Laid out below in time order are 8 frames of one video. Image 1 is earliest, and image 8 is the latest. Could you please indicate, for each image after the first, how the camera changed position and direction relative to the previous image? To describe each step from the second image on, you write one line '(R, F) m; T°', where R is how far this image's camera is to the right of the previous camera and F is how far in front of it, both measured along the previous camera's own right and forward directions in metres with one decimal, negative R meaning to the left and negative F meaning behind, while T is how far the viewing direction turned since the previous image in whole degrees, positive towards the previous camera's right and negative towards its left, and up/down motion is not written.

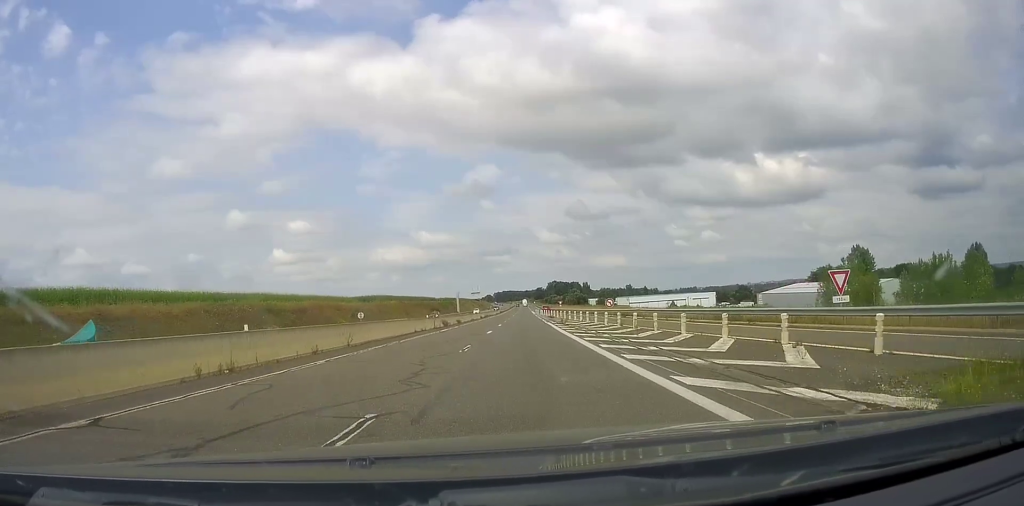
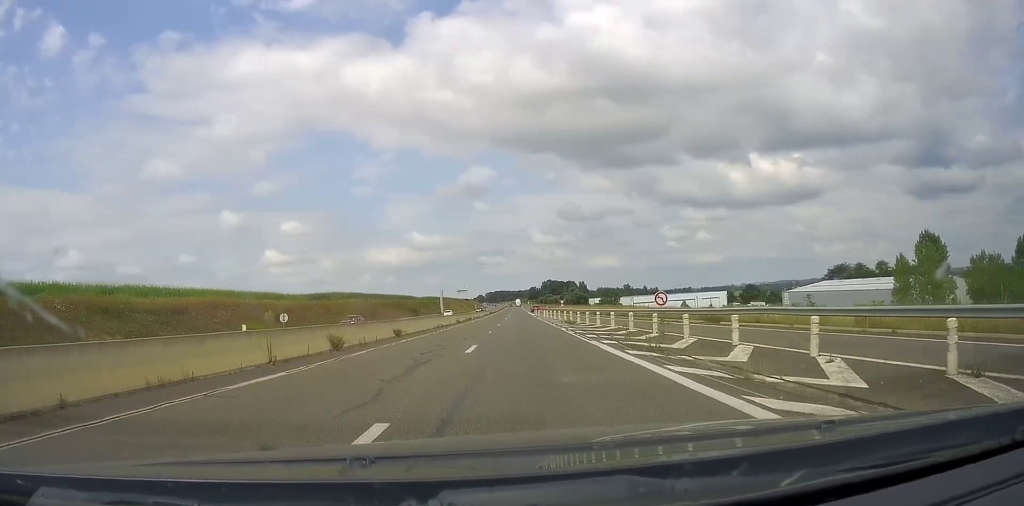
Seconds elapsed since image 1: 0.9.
(+1.0, +28.3) m; +3°
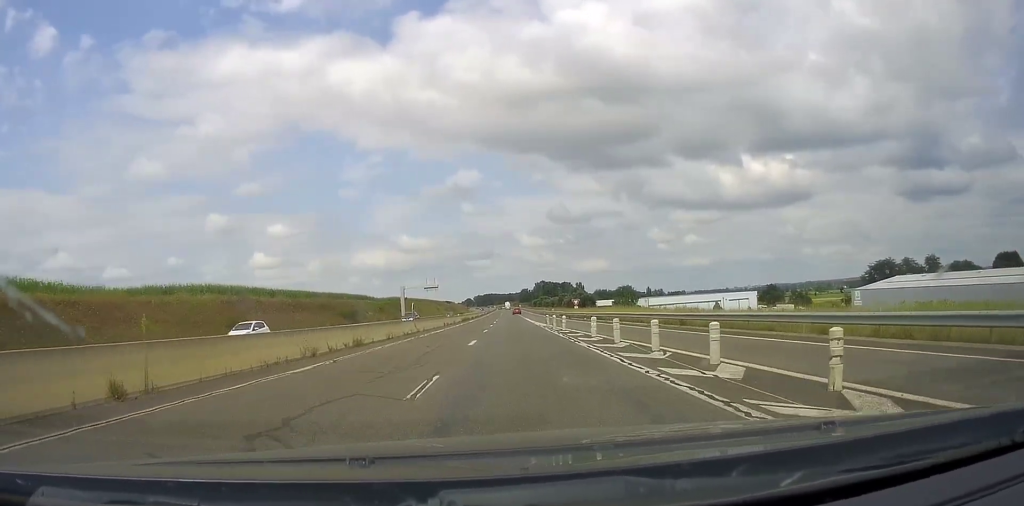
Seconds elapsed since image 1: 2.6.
(+0.7, +48.4) m; +2°
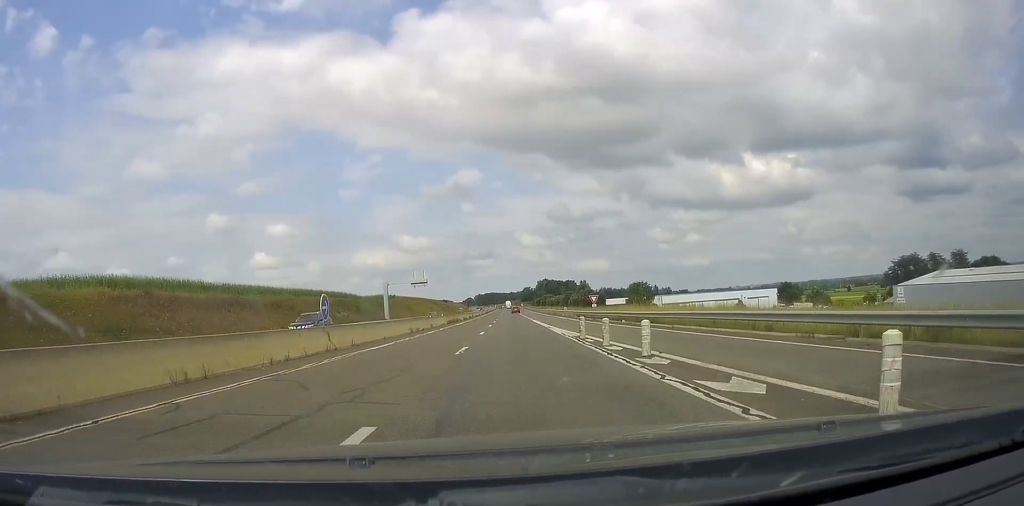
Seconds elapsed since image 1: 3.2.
(+0.2, +18.1) m; +1°
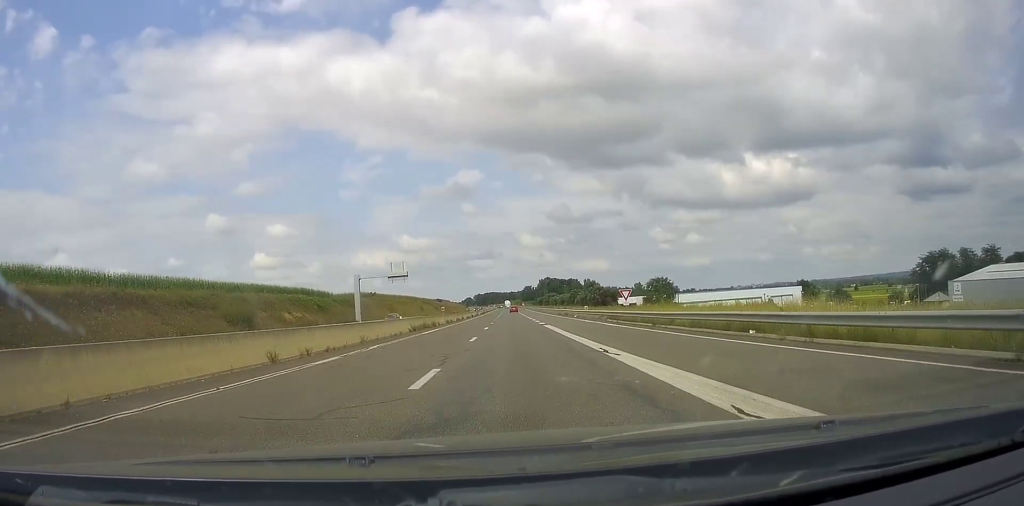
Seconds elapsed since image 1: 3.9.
(+0.3, +19.9) m; +1°
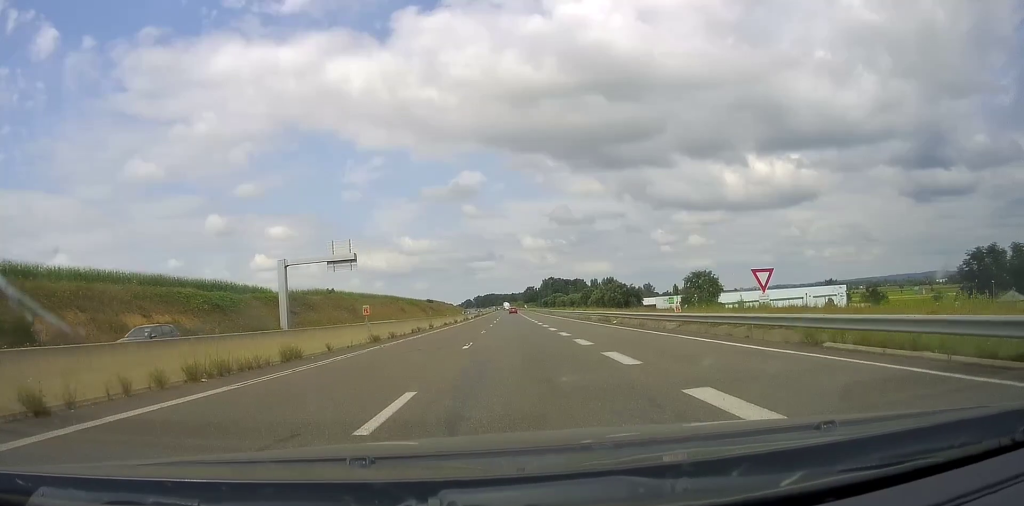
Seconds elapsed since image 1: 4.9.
(0.0, +27.6) m; -1°
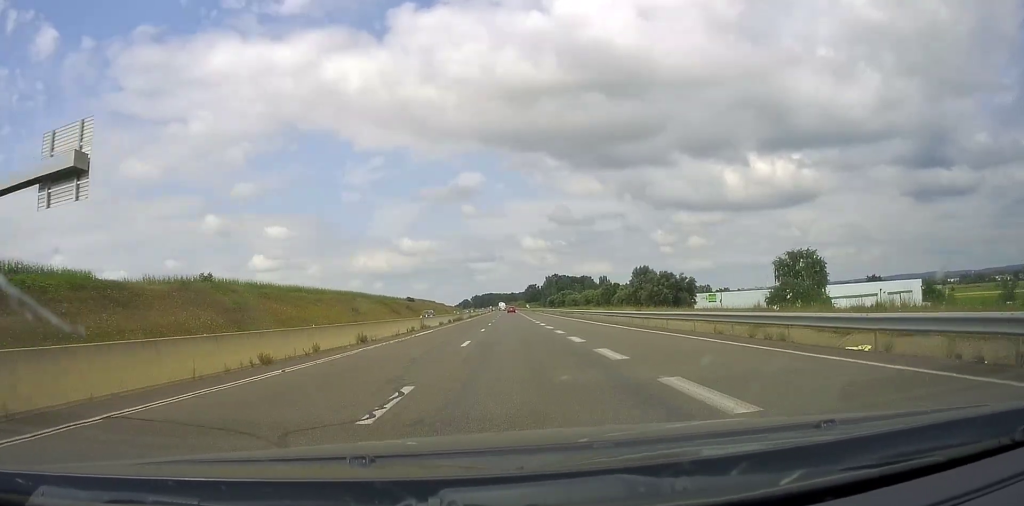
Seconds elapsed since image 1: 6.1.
(-0.3, +34.0) m; 0°
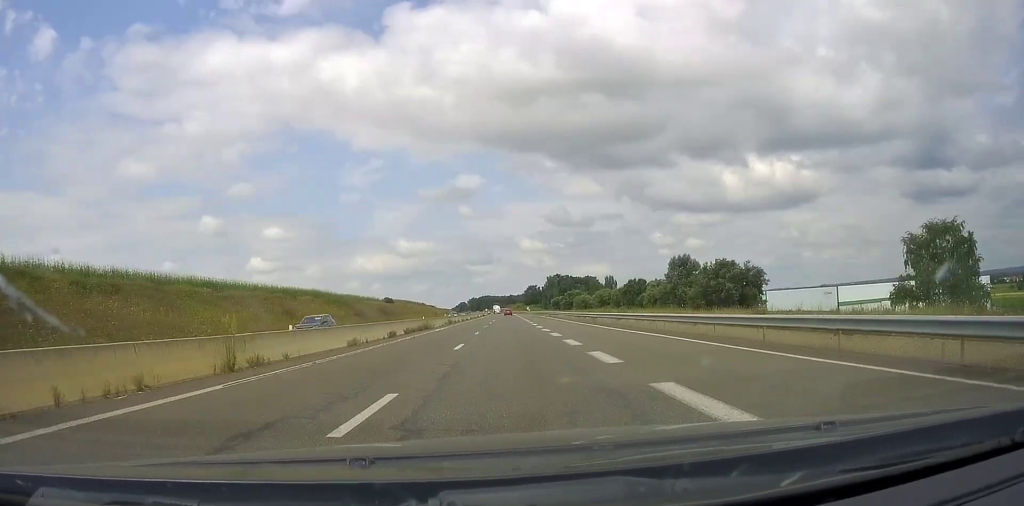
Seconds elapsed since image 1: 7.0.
(+0.1, +24.5) m; 0°
